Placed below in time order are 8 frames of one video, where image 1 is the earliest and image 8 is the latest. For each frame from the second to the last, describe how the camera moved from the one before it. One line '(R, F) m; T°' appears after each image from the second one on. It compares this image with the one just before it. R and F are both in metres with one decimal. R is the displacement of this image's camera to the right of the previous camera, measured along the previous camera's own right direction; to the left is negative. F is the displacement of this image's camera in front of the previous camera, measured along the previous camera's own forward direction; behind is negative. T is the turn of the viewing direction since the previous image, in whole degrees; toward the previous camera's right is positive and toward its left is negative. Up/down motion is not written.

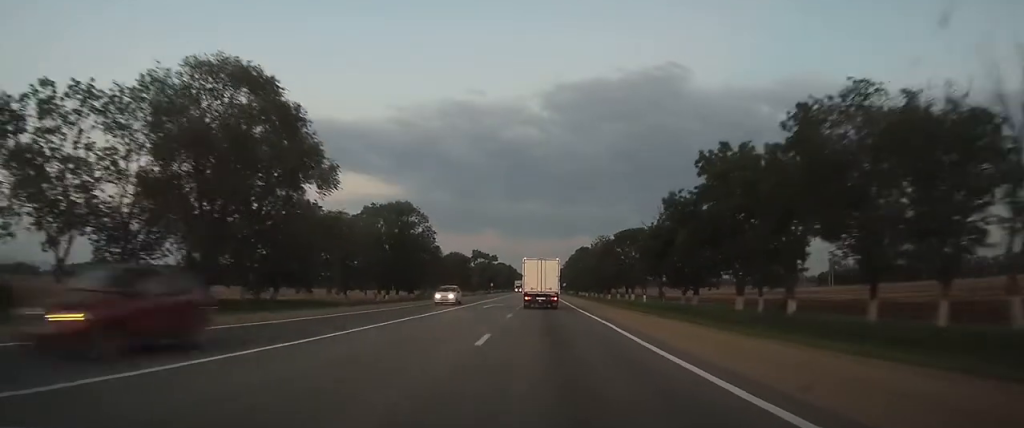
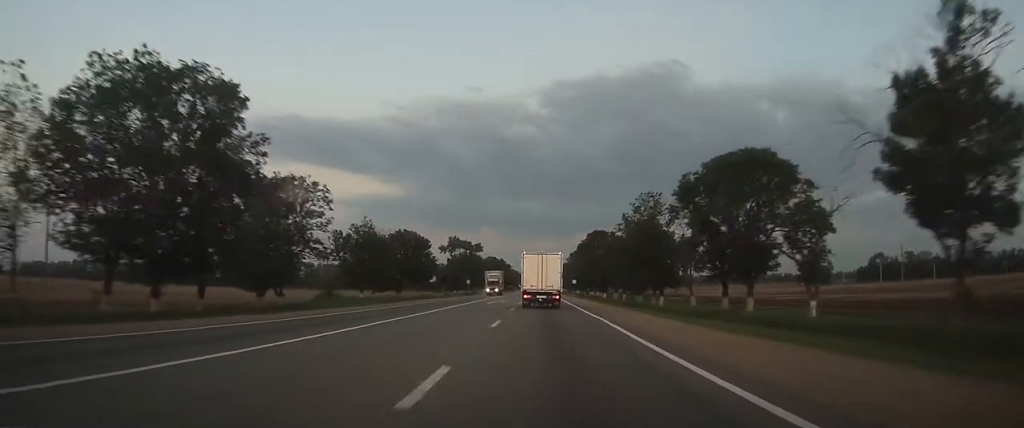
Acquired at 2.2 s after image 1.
(-0.3, +54.7) m; 0°
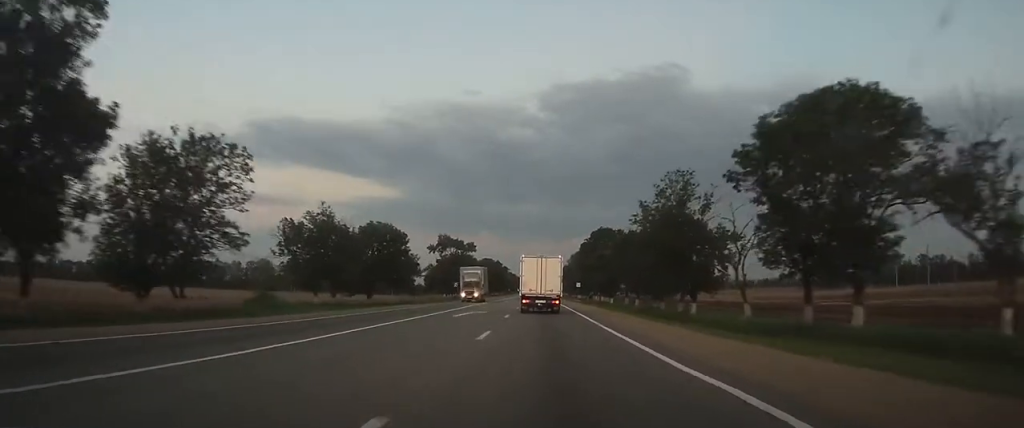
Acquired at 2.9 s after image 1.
(+0.1, +15.4) m; 0°
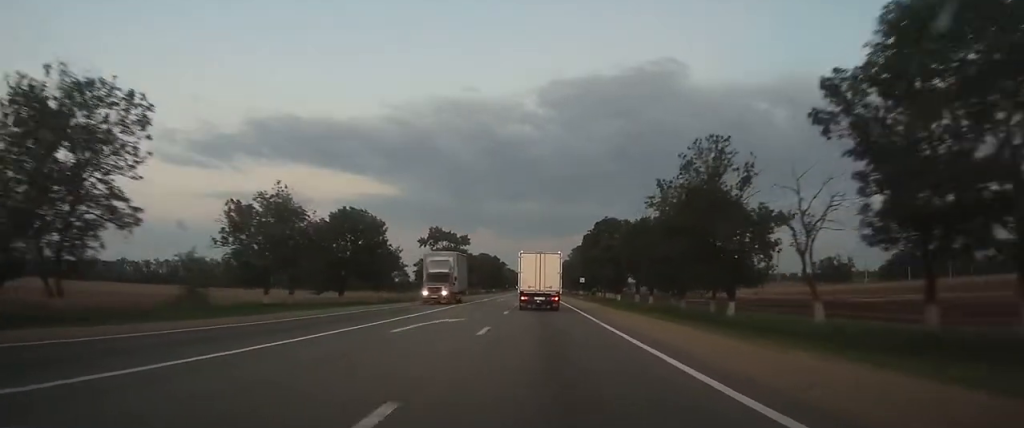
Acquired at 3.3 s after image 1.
(0.0, +11.3) m; 0°
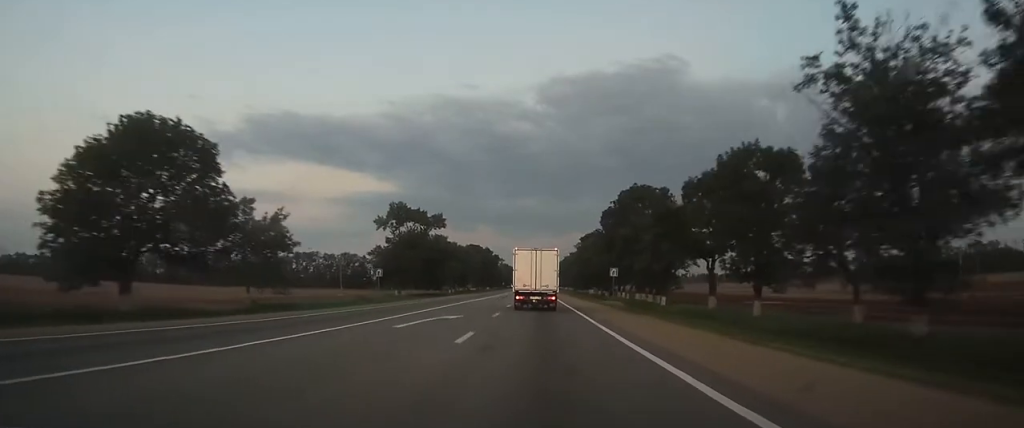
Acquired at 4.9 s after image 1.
(+0.2, +38.1) m; 0°
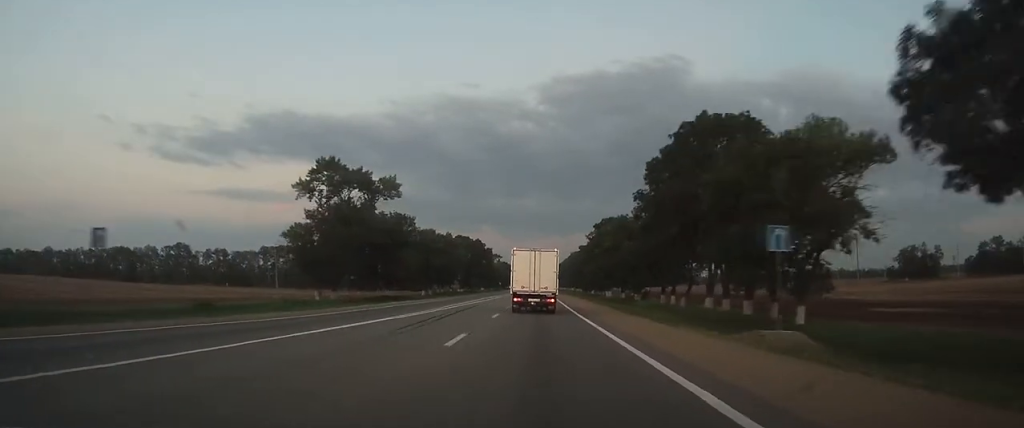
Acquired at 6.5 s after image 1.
(0.0, +36.6) m; 0°
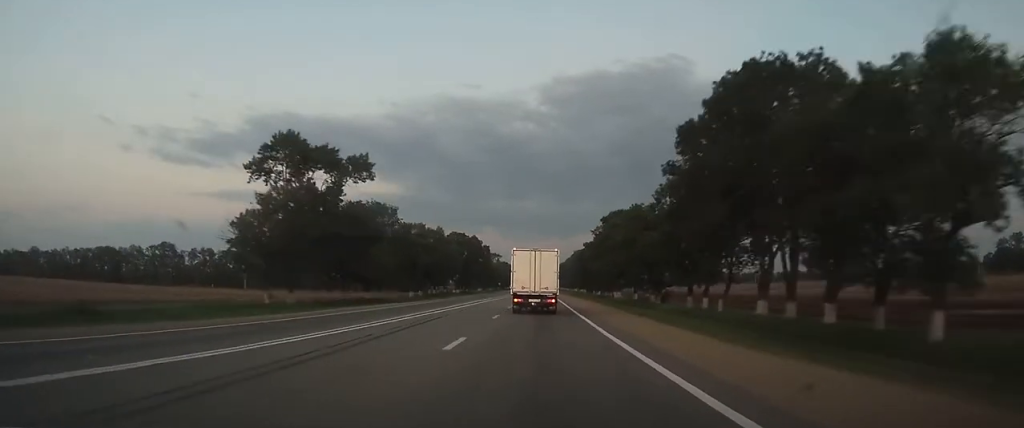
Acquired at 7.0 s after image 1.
(0.0, +12.3) m; 0°
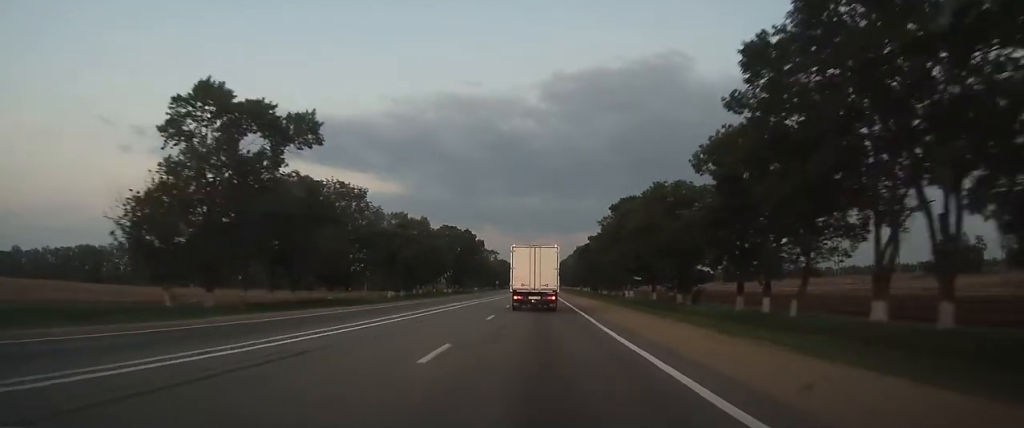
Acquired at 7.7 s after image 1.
(-0.1, +14.6) m; 0°
